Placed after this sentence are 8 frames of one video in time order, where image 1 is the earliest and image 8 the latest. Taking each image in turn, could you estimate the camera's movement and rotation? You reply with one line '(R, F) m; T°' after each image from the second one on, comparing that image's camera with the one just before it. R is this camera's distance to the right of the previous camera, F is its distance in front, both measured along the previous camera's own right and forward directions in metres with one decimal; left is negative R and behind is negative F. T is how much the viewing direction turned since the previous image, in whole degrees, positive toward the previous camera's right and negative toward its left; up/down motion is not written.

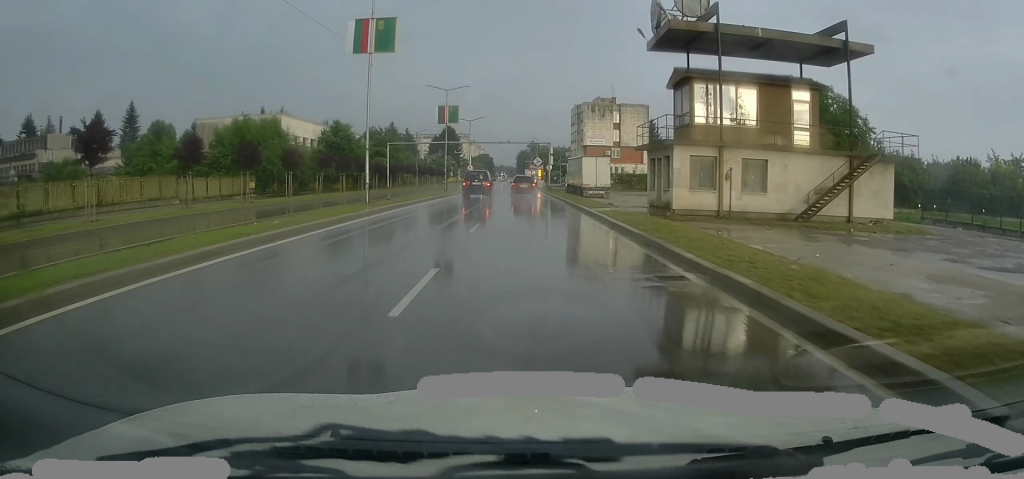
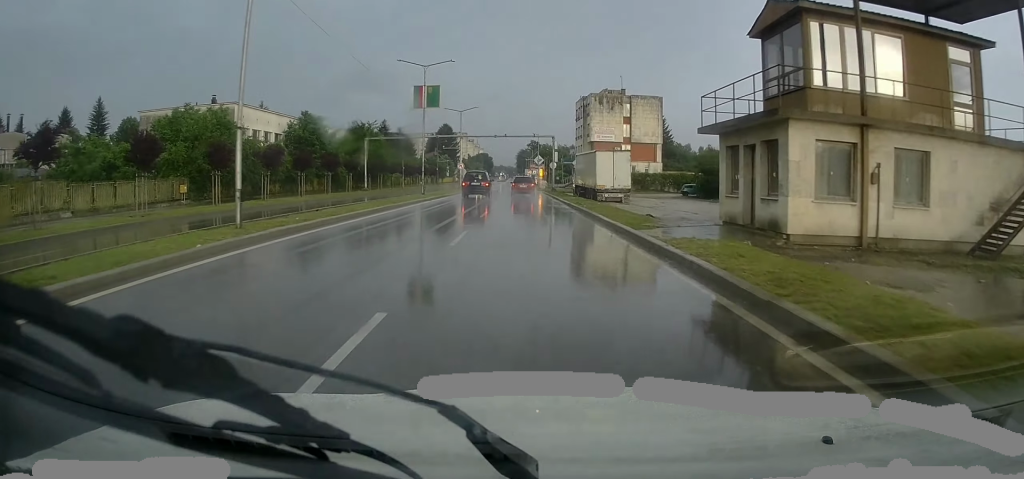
(0.0, +11.5) m; 0°
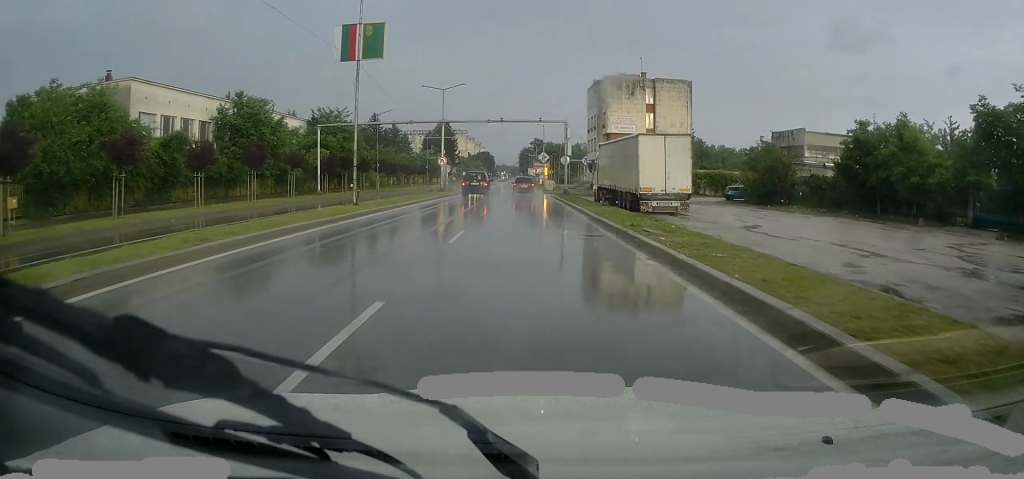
(0.0, +16.8) m; 0°
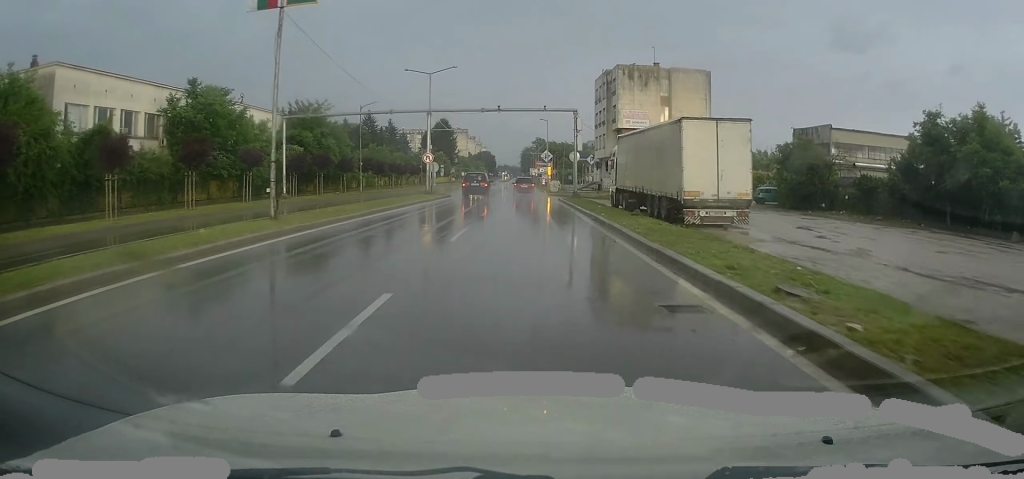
(0.0, +8.2) m; 0°
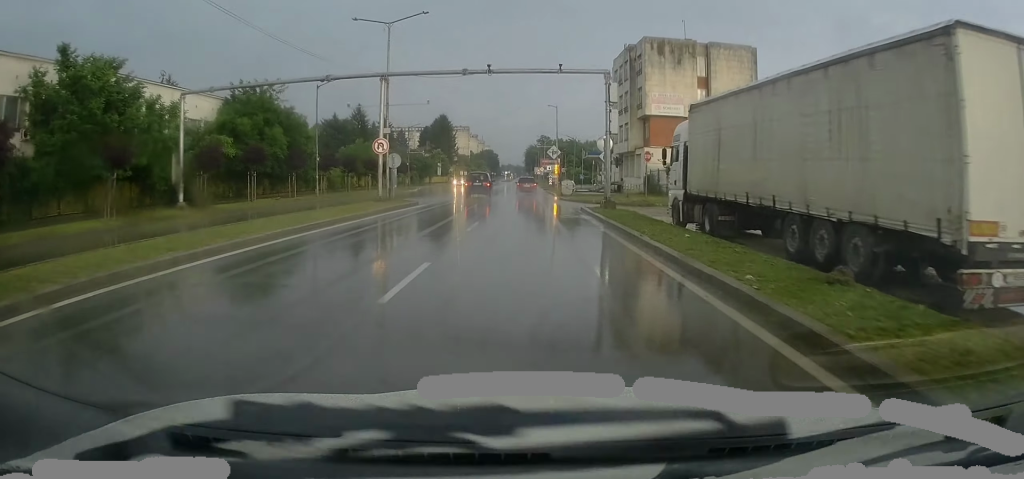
(+0.1, +14.9) m; -1°
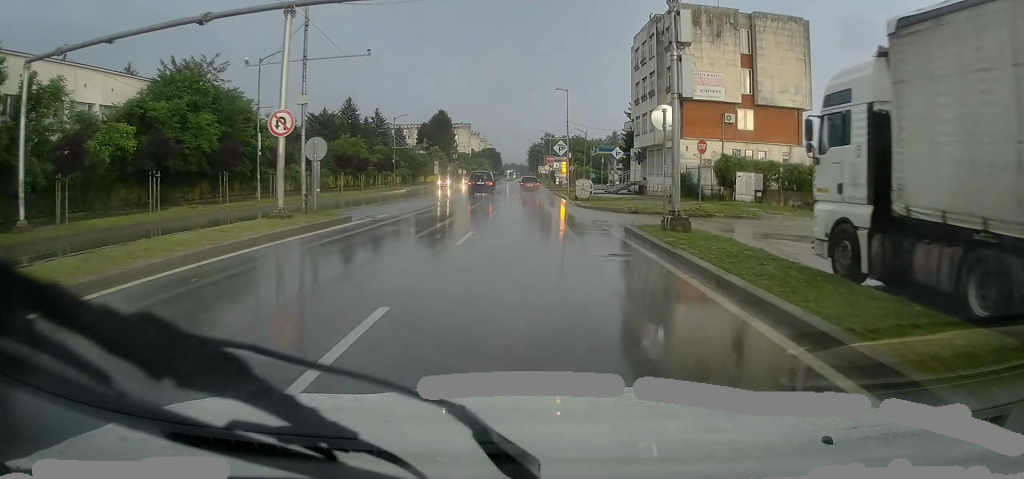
(-0.3, +11.8) m; -1°
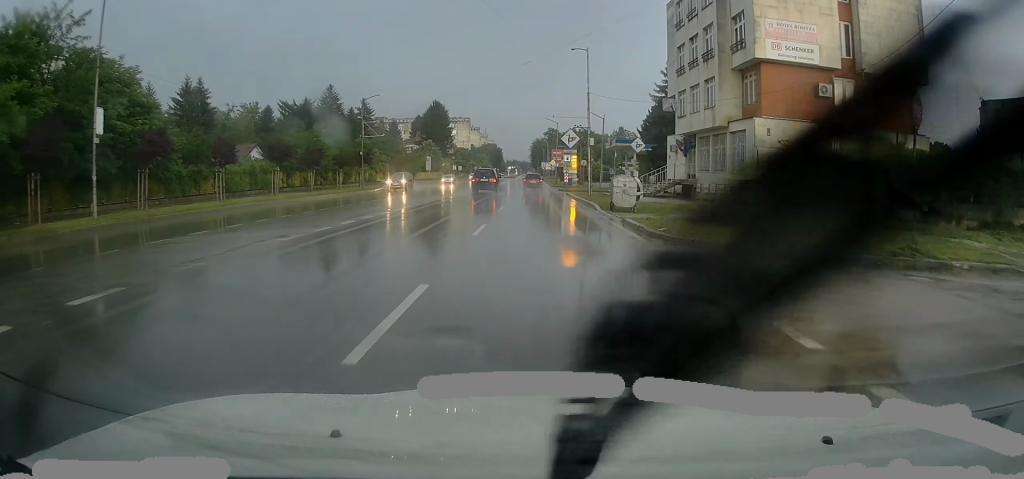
(0.0, +16.3) m; +1°
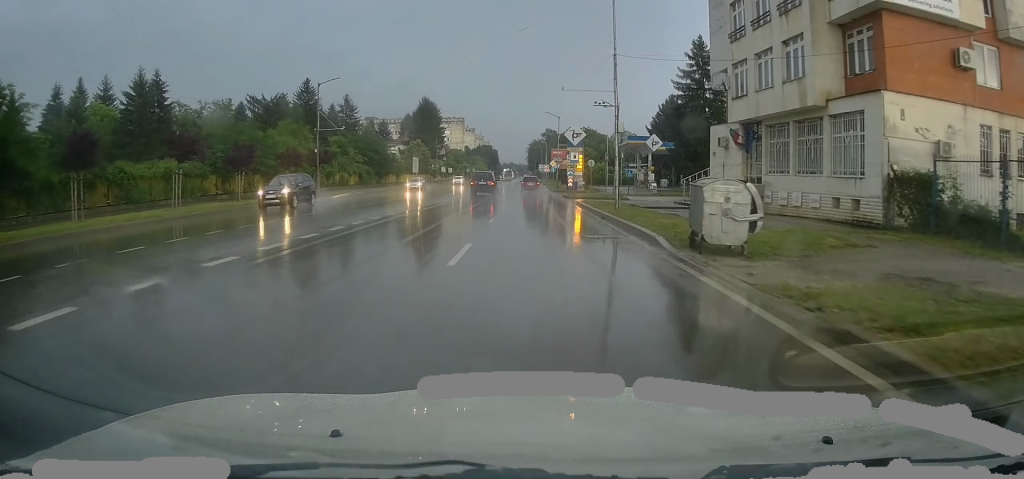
(+0.2, +12.7) m; +1°
